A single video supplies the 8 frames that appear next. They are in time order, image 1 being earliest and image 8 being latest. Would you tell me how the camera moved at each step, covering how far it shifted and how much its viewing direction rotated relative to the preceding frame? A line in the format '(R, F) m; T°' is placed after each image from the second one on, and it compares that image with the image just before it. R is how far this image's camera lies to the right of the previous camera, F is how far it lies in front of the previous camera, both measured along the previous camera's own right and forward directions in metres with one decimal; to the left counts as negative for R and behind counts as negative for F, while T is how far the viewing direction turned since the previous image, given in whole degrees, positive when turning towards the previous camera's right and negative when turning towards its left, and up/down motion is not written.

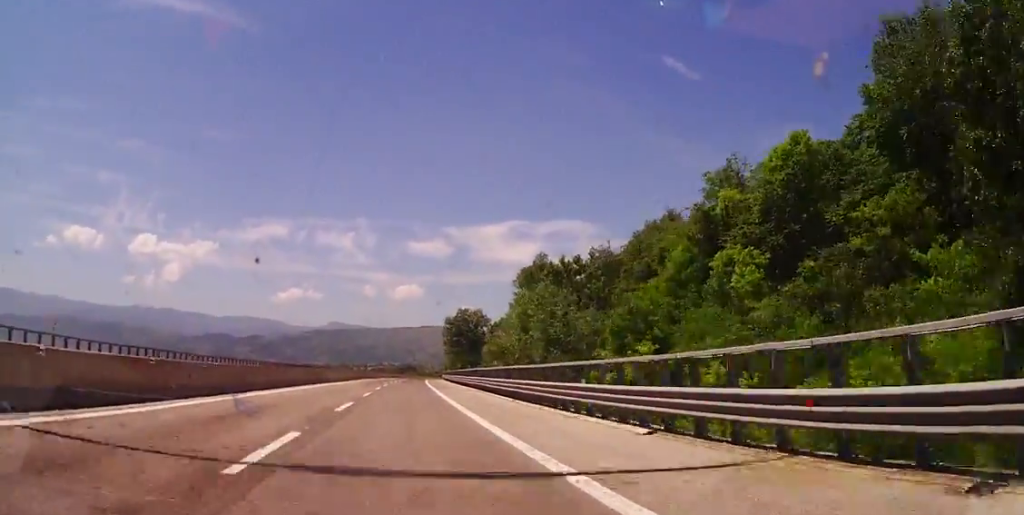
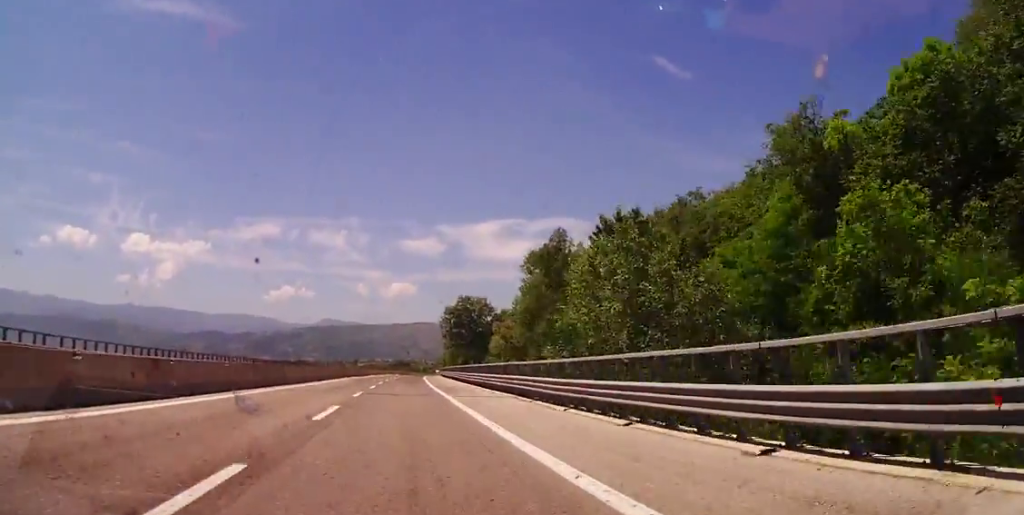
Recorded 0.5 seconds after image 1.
(+0.1, +16.7) m; 0°
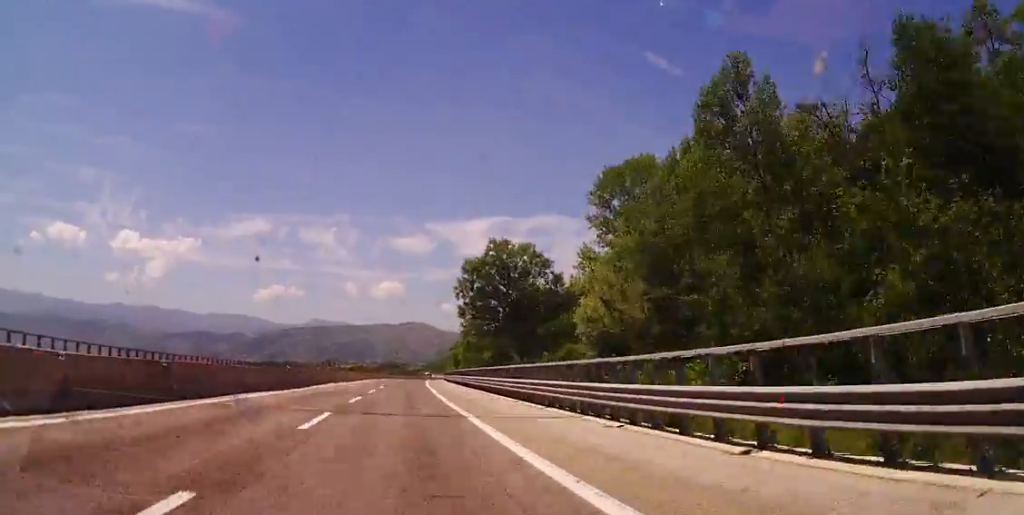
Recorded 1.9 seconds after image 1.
(+0.4, +50.1) m; +1°
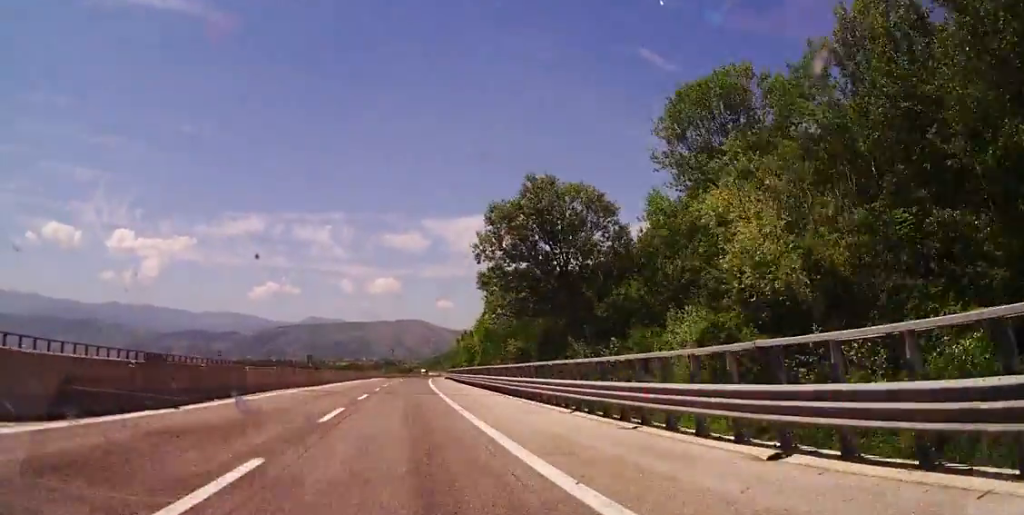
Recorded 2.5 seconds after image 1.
(+0.3, +21.4) m; +1°
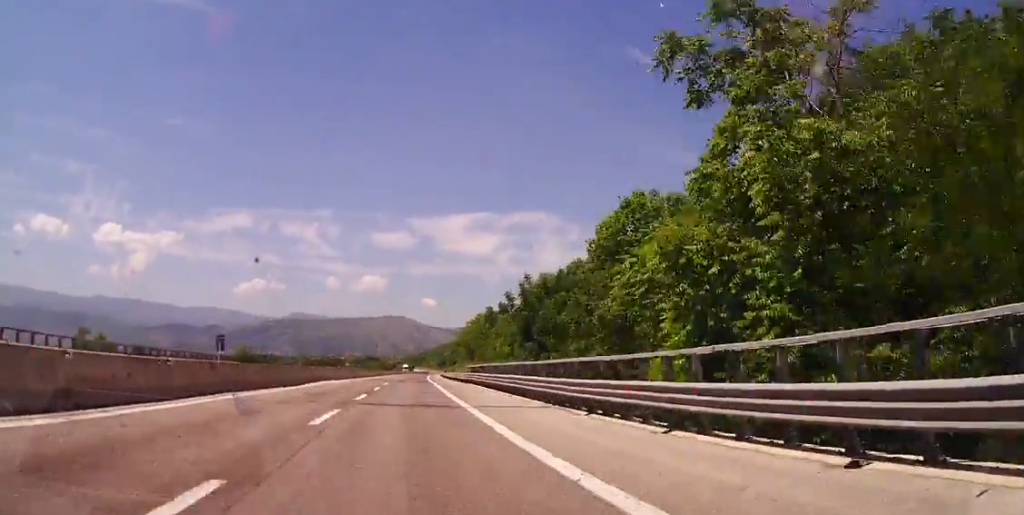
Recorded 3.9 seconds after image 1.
(+0.4, +52.4) m; +1°
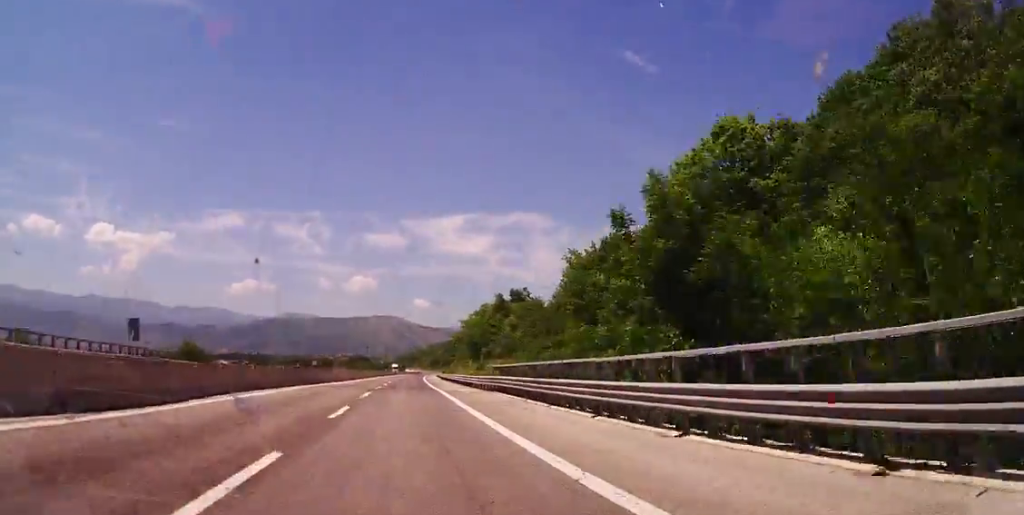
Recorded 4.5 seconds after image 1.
(+0.4, +21.5) m; +1°
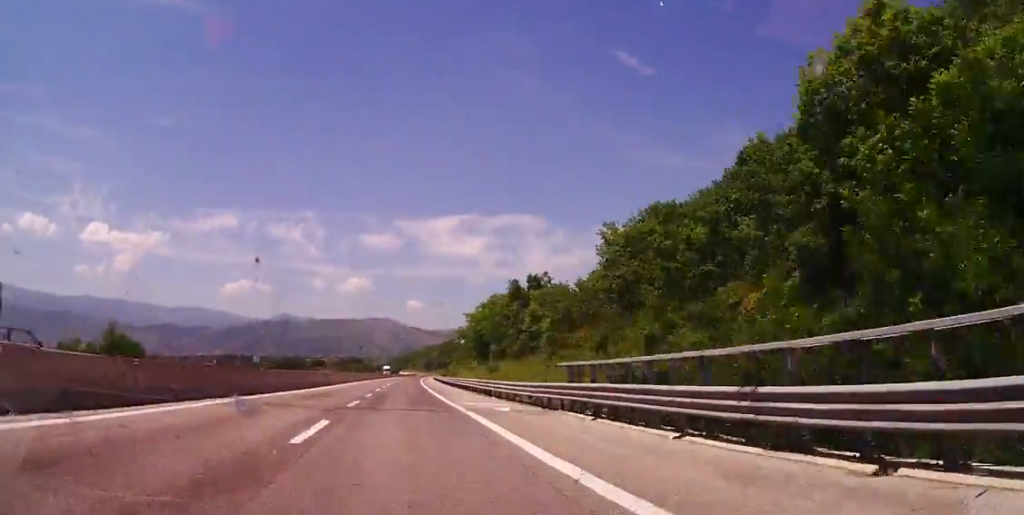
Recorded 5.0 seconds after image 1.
(+0.1, +17.9) m; +1°
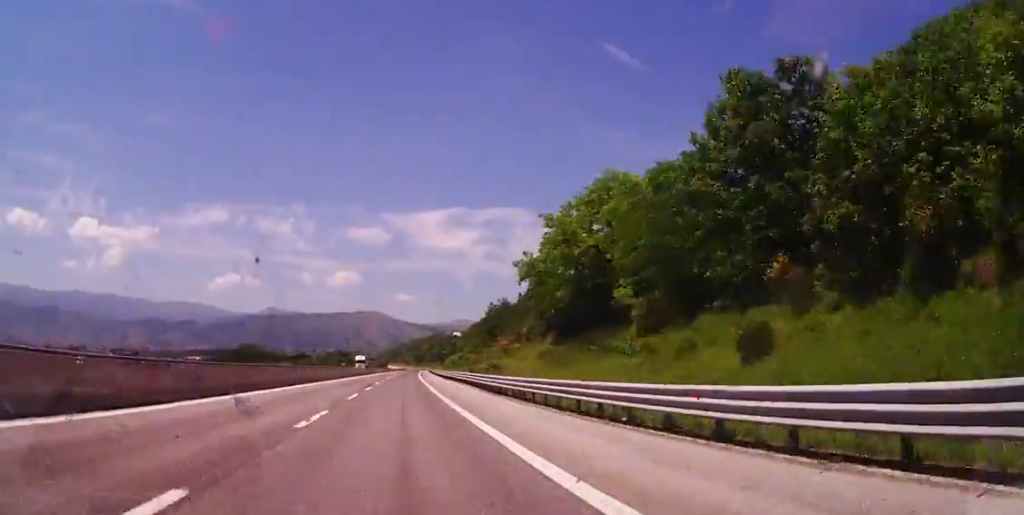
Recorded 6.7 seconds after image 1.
(+0.7, +58.2) m; +1°
